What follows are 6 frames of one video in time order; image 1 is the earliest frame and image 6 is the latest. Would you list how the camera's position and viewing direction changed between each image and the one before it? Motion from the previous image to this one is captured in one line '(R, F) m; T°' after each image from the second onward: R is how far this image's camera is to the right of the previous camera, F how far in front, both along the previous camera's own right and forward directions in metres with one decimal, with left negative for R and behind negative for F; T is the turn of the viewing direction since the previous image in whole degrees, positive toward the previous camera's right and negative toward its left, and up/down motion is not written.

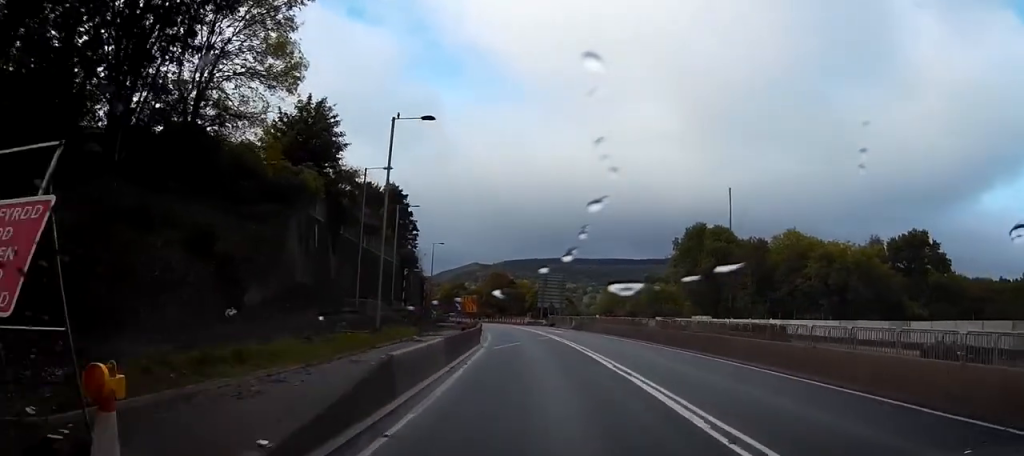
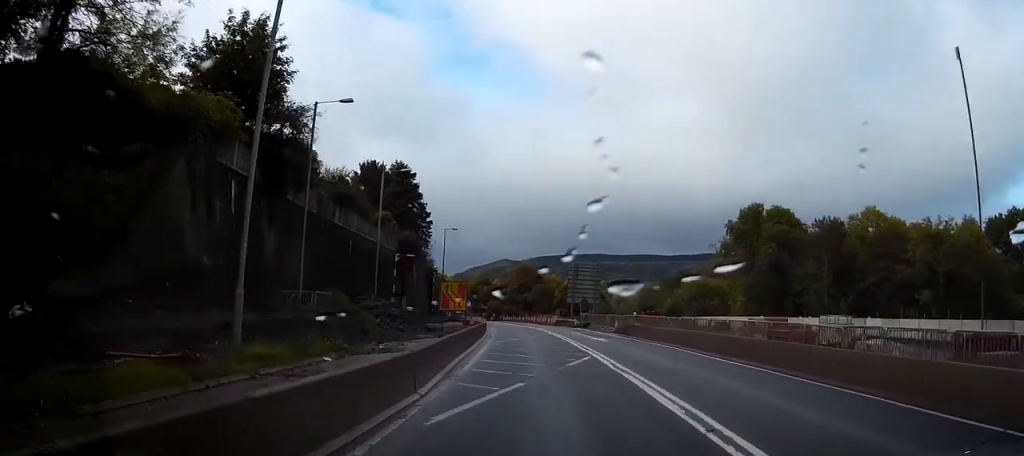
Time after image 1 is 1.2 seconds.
(-0.2, +17.2) m; -2°
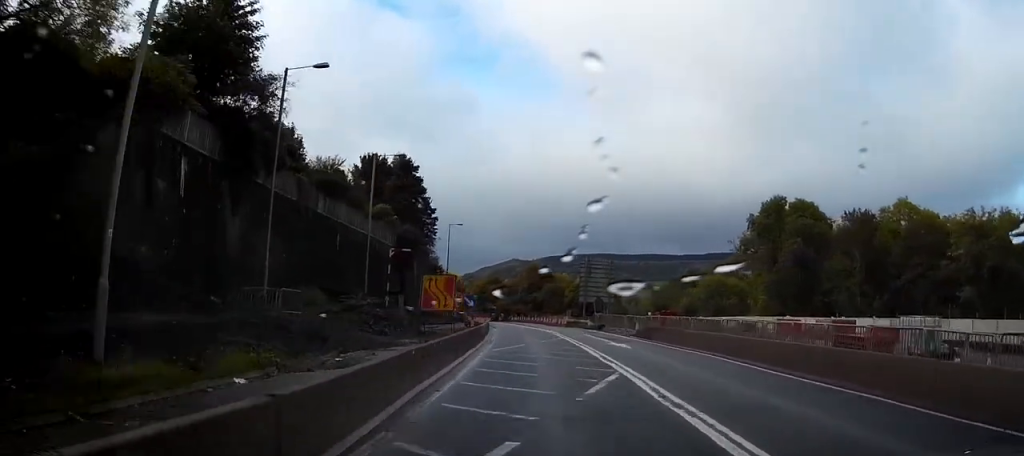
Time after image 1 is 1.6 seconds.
(+0.1, +5.8) m; -1°
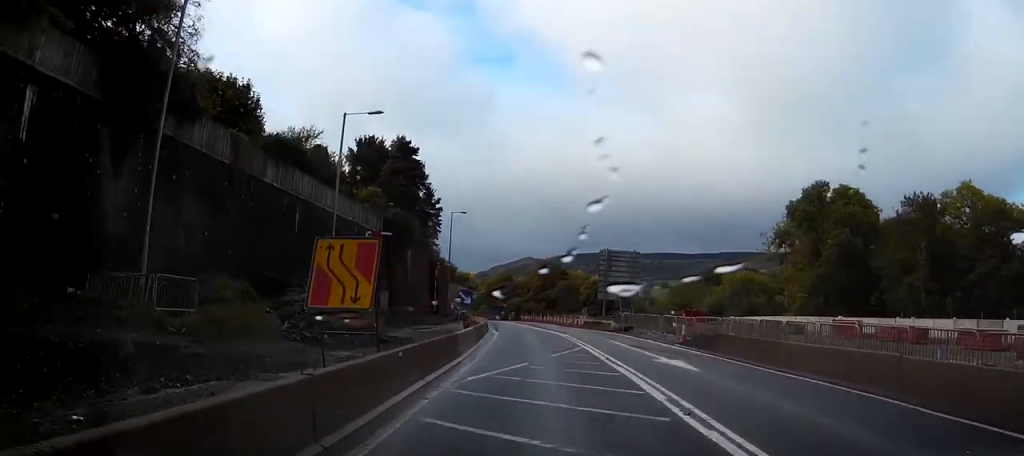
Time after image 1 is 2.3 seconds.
(-0.3, +10.7) m; -1°
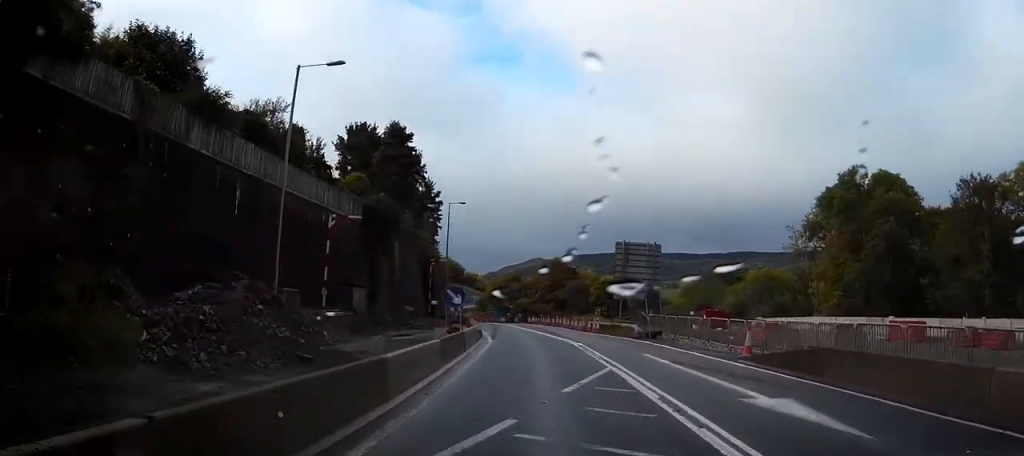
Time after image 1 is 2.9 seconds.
(-0.1, +8.8) m; -1°
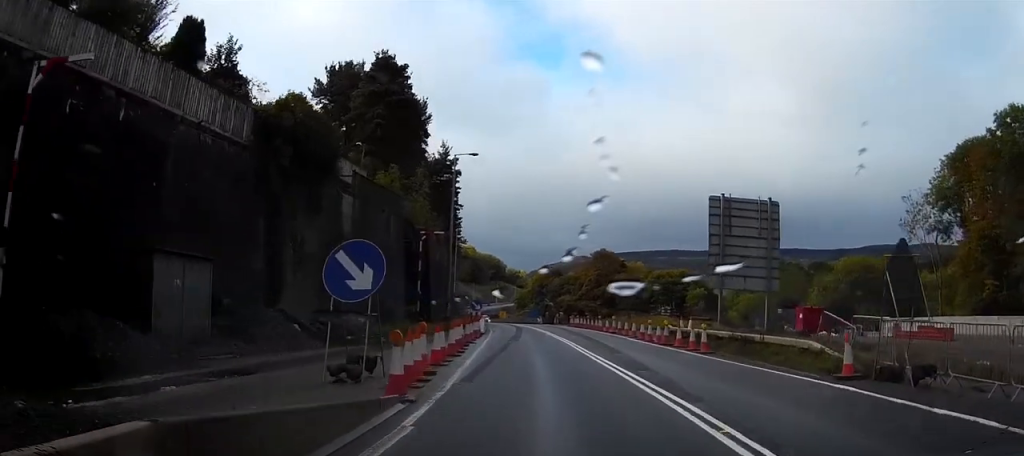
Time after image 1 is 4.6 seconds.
(-0.5, +24.2) m; -4°
